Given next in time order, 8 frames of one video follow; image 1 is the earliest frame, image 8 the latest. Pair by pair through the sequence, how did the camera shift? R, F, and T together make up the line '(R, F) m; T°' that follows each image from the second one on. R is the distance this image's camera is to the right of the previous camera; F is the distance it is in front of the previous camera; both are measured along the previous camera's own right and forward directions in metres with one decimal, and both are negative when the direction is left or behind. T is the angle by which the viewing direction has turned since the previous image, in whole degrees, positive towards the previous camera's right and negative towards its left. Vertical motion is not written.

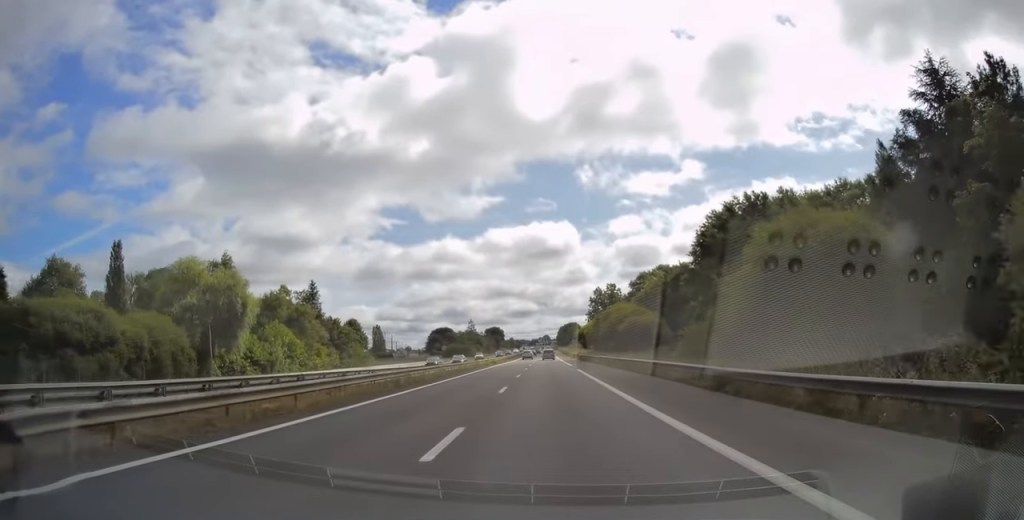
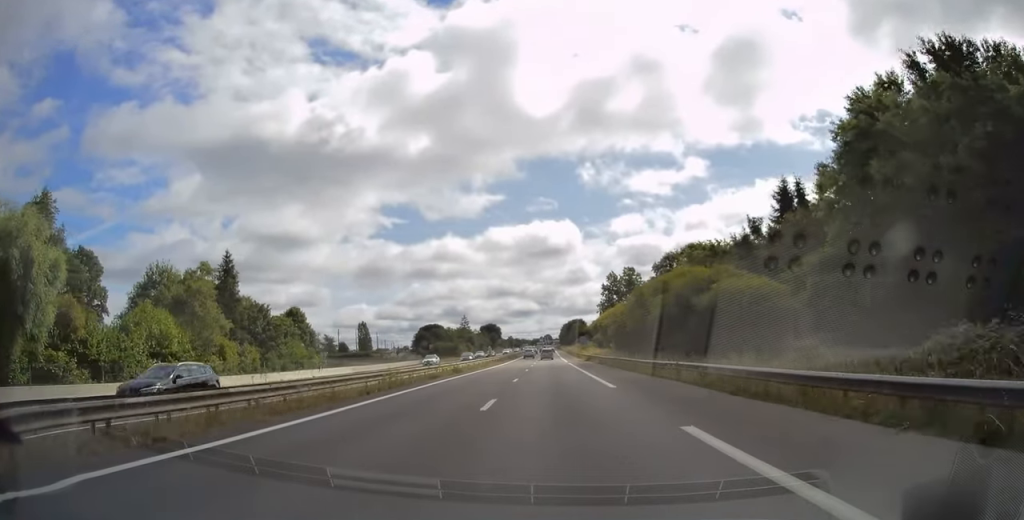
(-0.2, +31.3) m; 0°
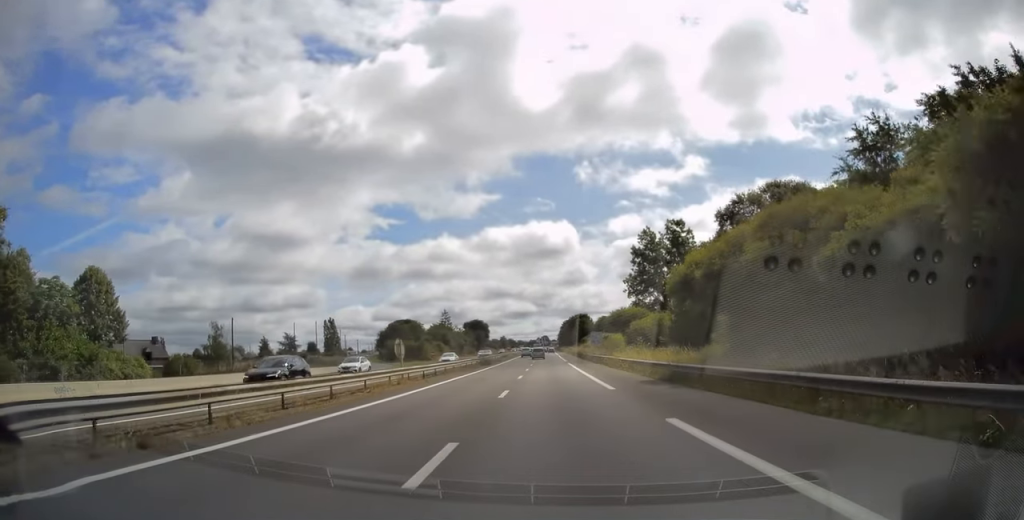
(+0.4, +48.2) m; 0°
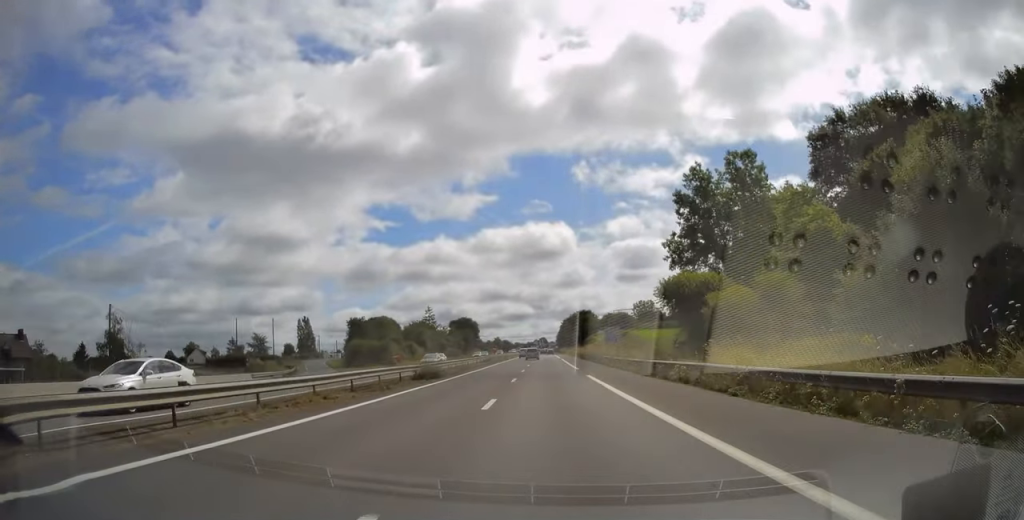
(0.0, +29.2) m; 0°
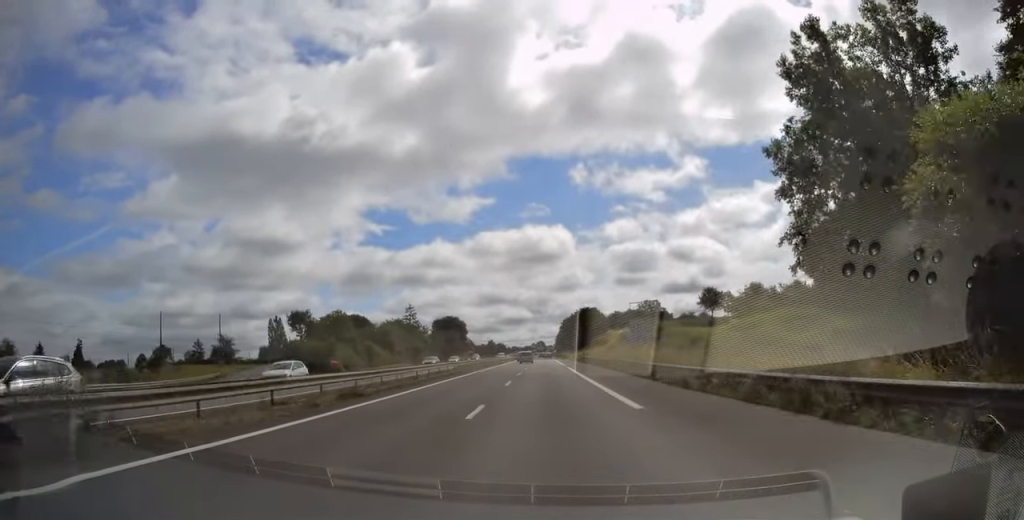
(0.0, +26.7) m; -1°
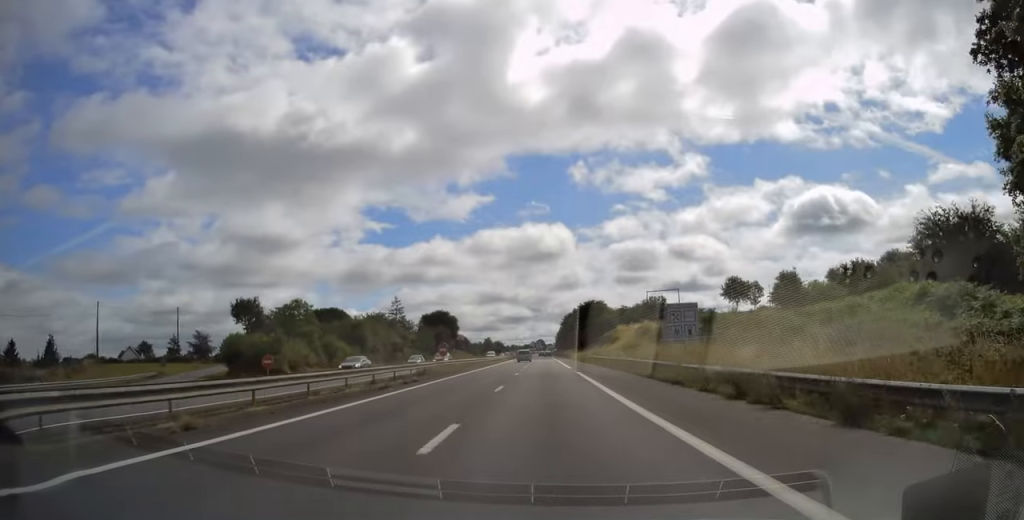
(0.0, +16.9) m; 0°
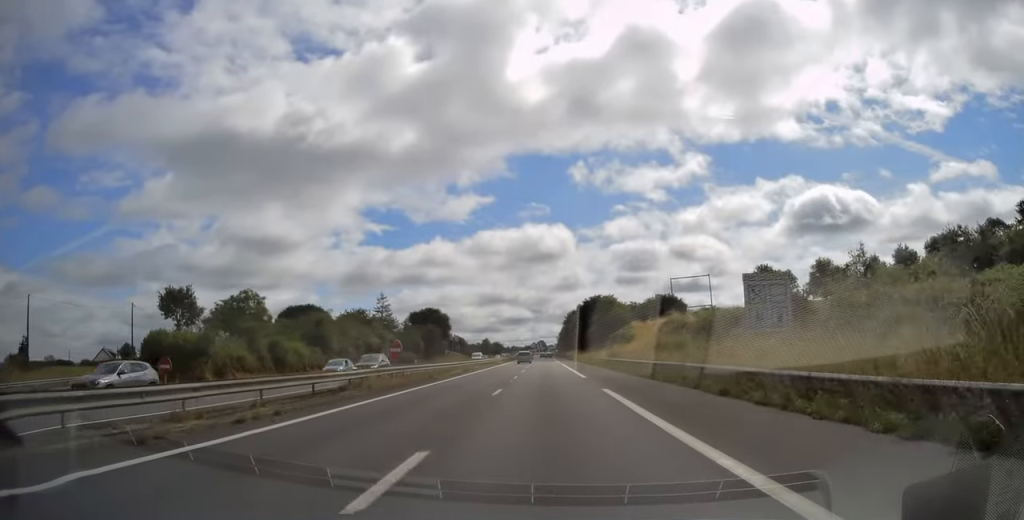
(-0.3, +15.4) m; 0°
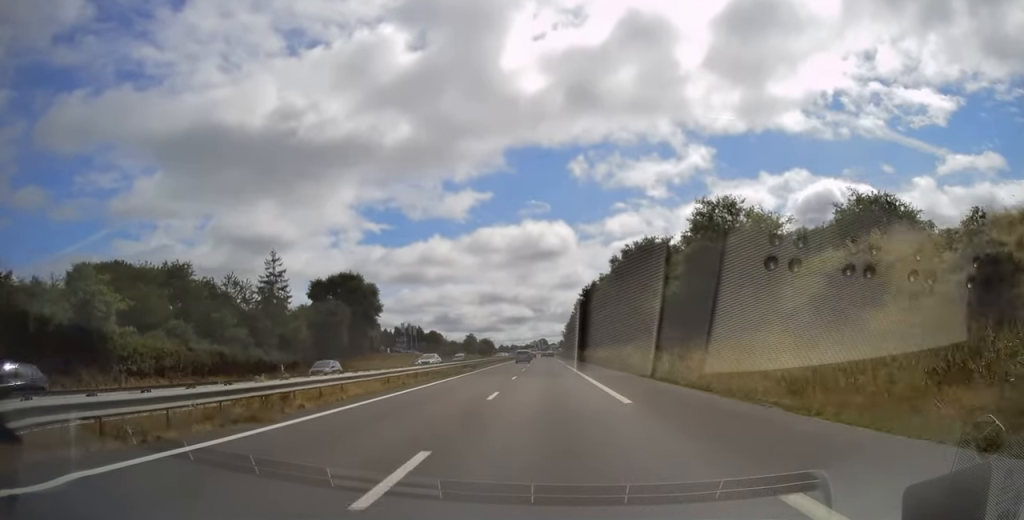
(+0.7, +64.1) m; +1°
